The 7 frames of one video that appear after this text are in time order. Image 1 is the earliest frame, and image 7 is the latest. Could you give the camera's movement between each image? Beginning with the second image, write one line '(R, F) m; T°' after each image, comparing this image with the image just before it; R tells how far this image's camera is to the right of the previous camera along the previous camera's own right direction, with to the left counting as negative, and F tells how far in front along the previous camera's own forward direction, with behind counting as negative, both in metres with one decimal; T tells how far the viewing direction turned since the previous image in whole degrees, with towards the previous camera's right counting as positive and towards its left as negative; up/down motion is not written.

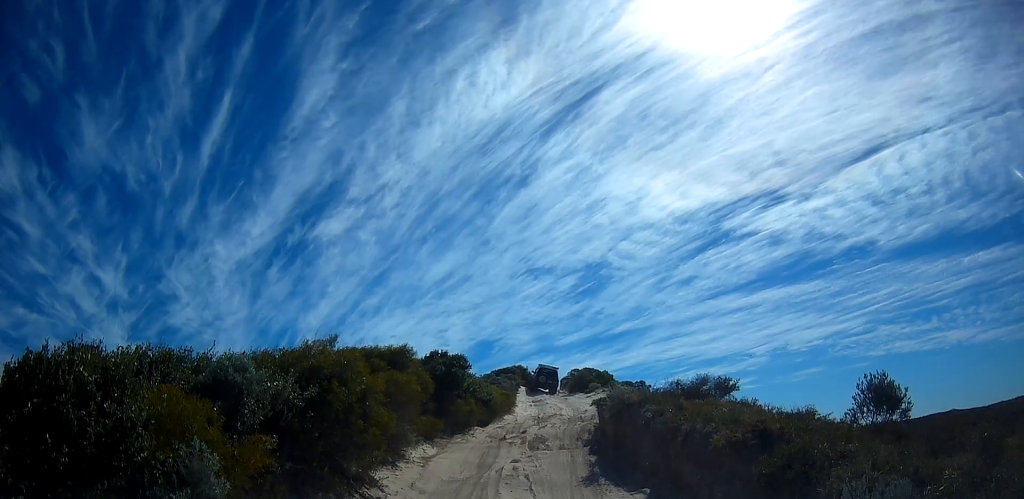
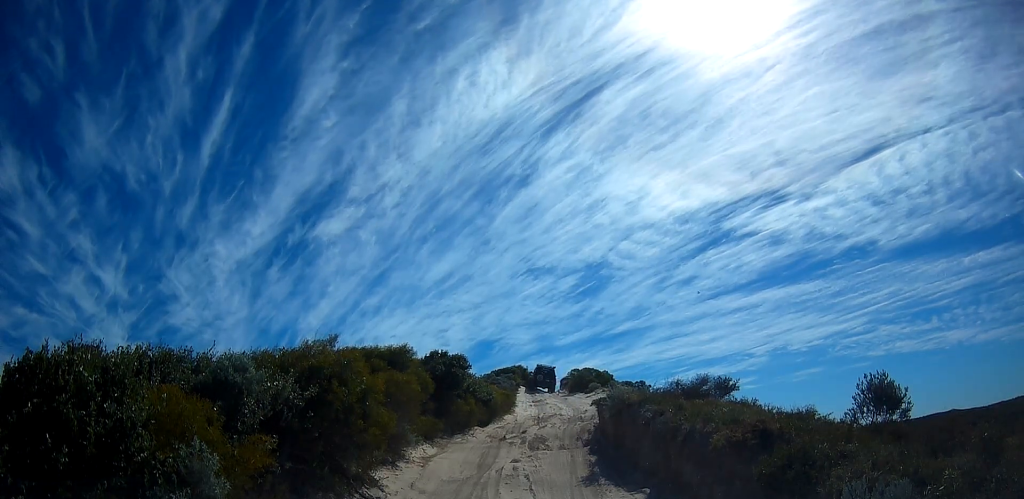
(0.0, 0.0) m; 0°
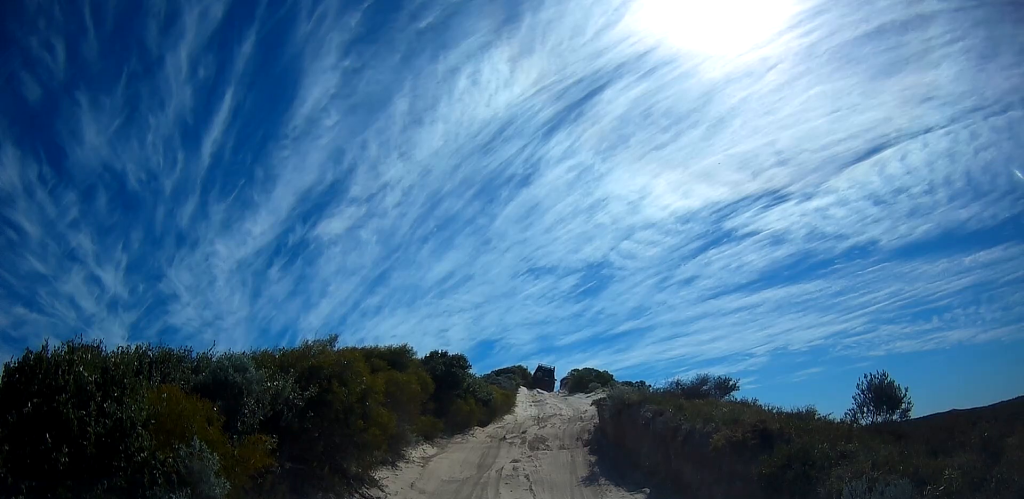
(0.0, 0.0) m; 0°
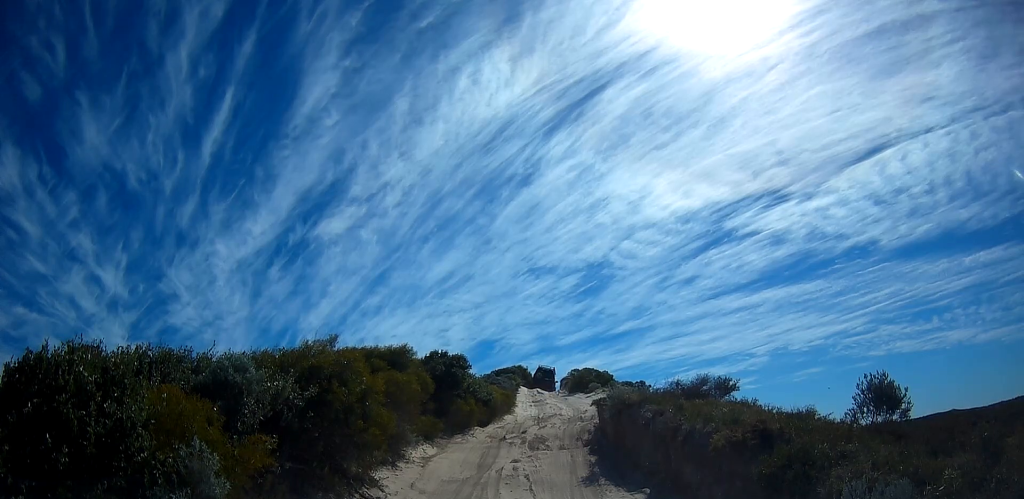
(0.0, 0.0) m; 0°
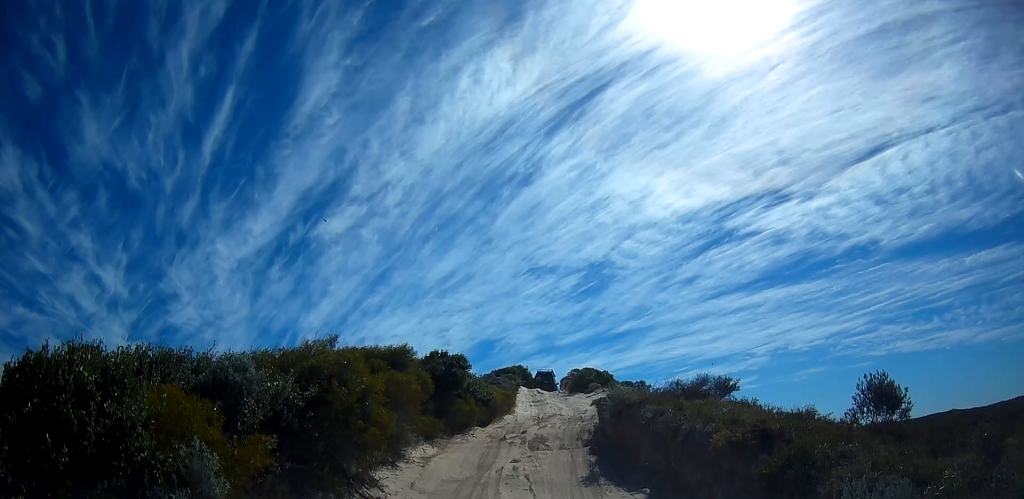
(0.0, 0.0) m; 0°
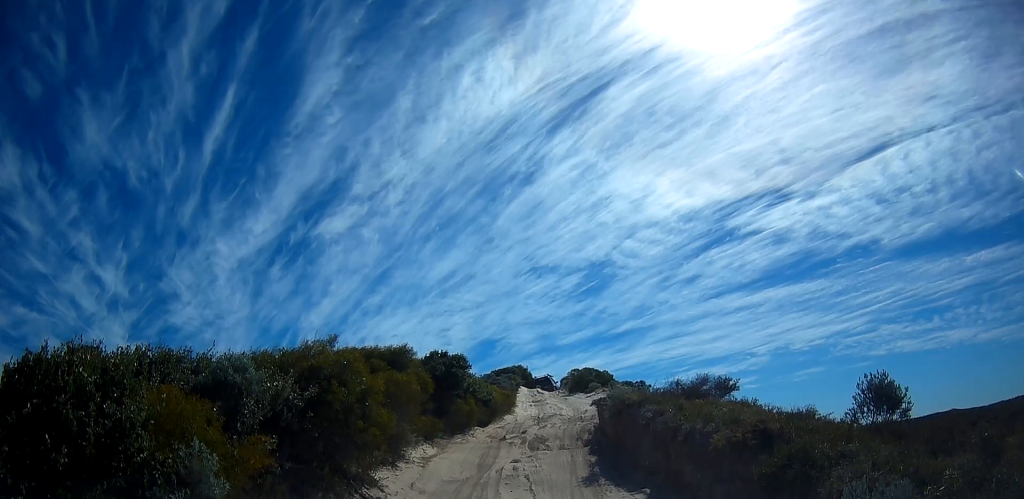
(+0.1, +0.1) m; 0°
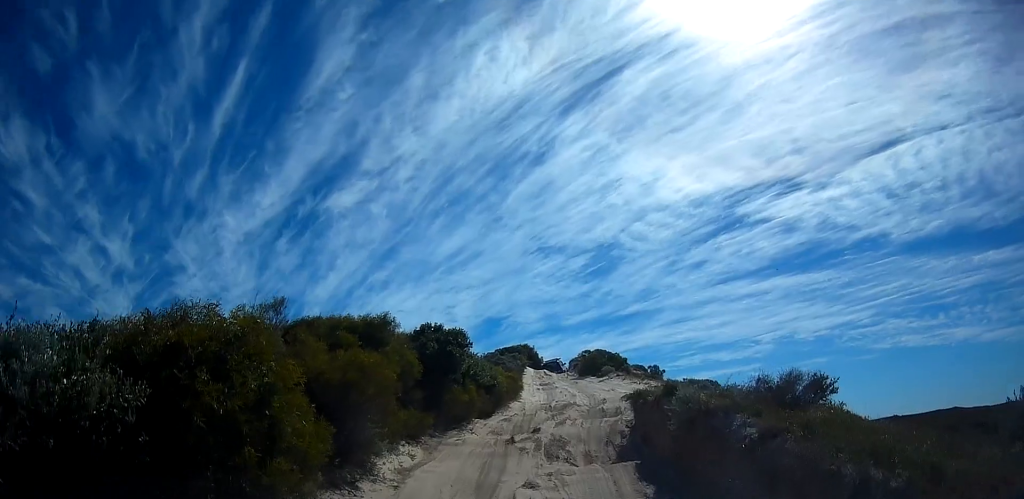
(-0.4, +2.4) m; -1°
